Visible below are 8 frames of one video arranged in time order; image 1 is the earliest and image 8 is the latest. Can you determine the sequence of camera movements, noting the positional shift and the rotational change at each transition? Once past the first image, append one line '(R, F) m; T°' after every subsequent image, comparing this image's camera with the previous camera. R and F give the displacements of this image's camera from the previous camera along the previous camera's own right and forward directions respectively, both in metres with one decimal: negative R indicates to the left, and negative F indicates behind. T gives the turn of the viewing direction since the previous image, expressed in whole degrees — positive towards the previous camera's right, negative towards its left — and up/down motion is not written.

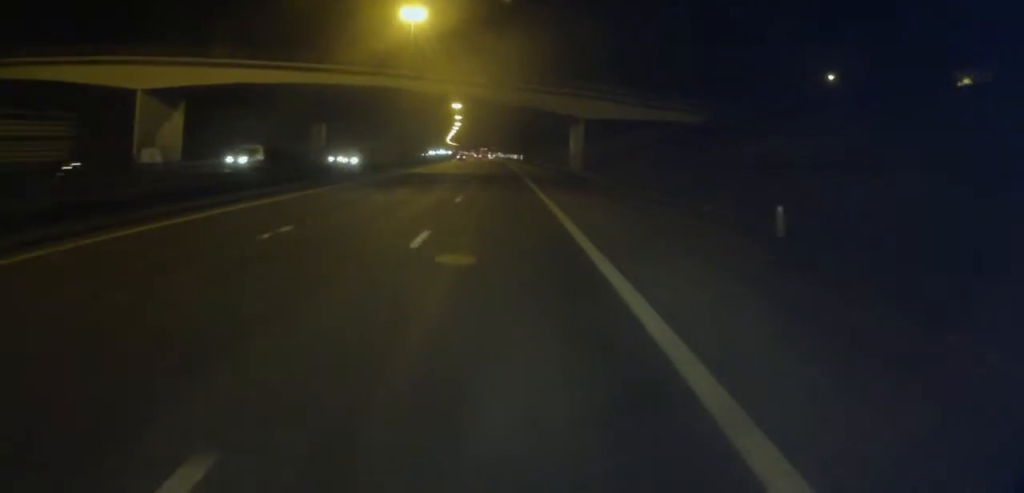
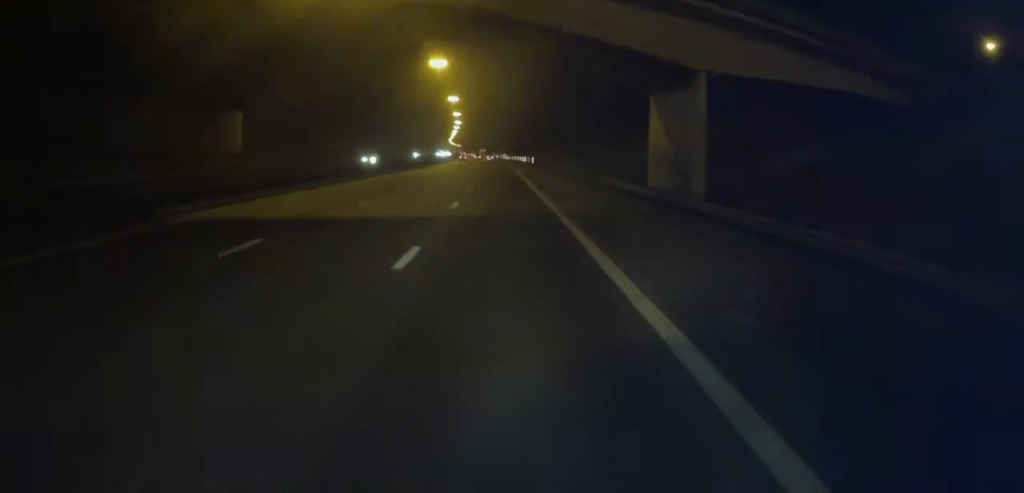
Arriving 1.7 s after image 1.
(-0.3, +40.1) m; 0°
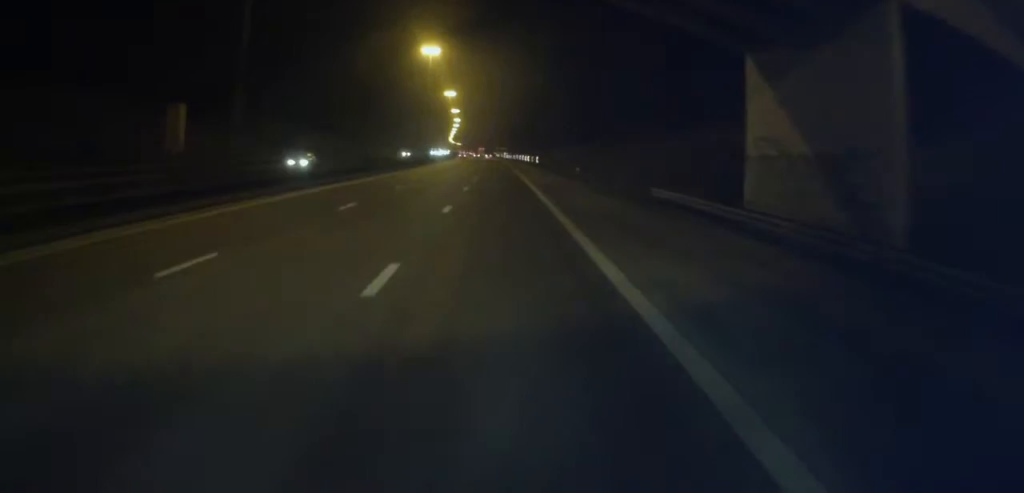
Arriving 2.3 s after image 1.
(+0.3, +14.9) m; 0°
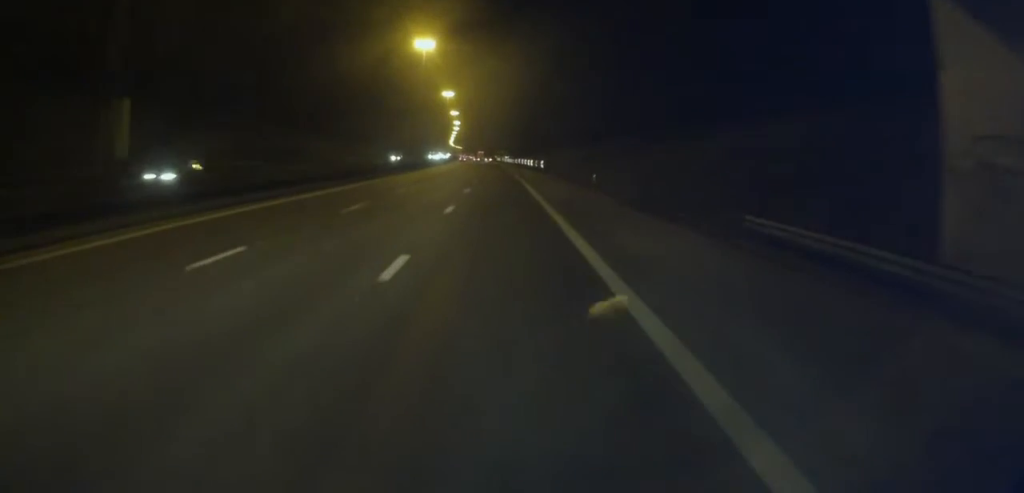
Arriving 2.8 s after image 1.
(-0.2, +11.0) m; 0°
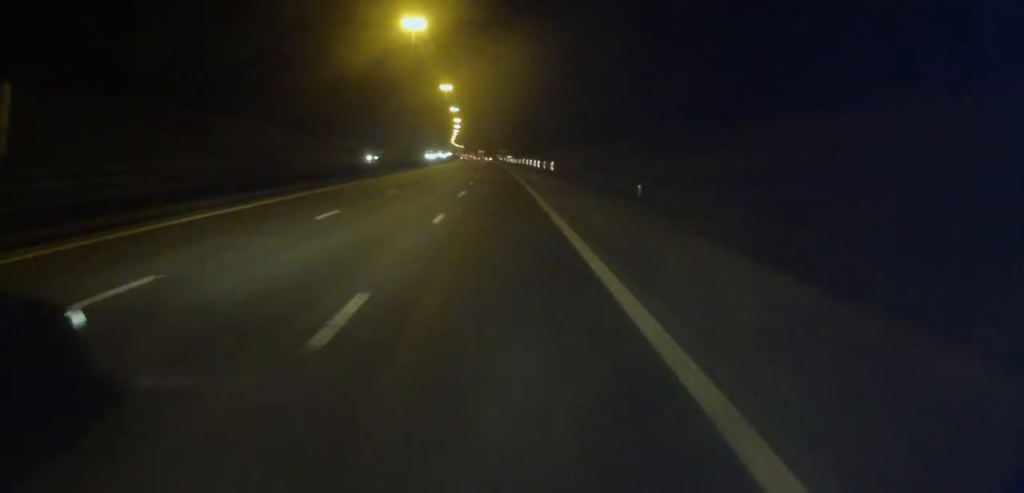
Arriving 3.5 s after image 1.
(-0.3, +16.5) m; 0°
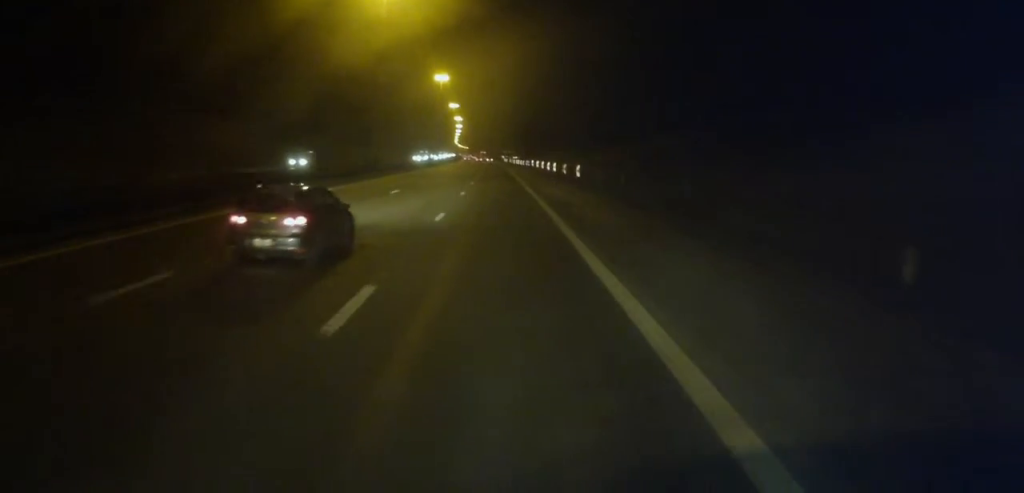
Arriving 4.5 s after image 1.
(+0.2, +24.4) m; 0°
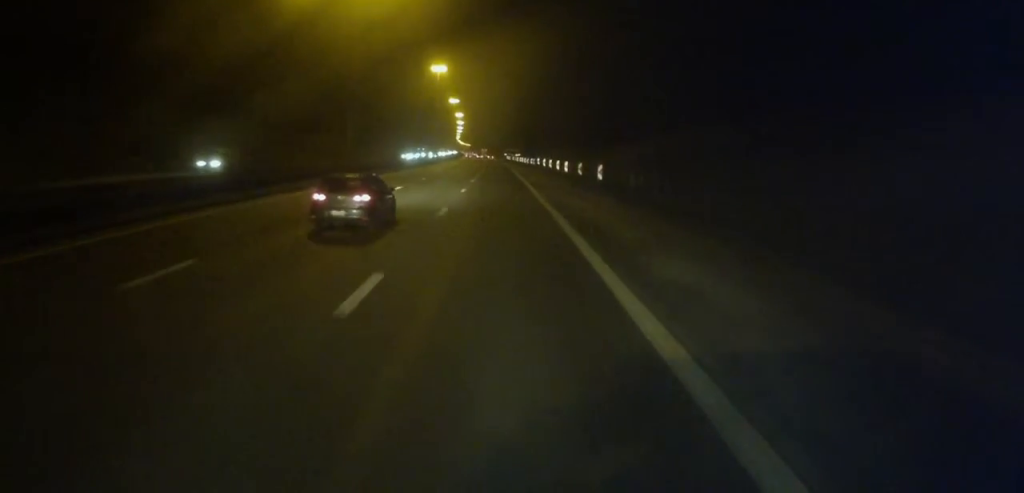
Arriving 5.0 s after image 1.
(-0.1, +11.8) m; 0°
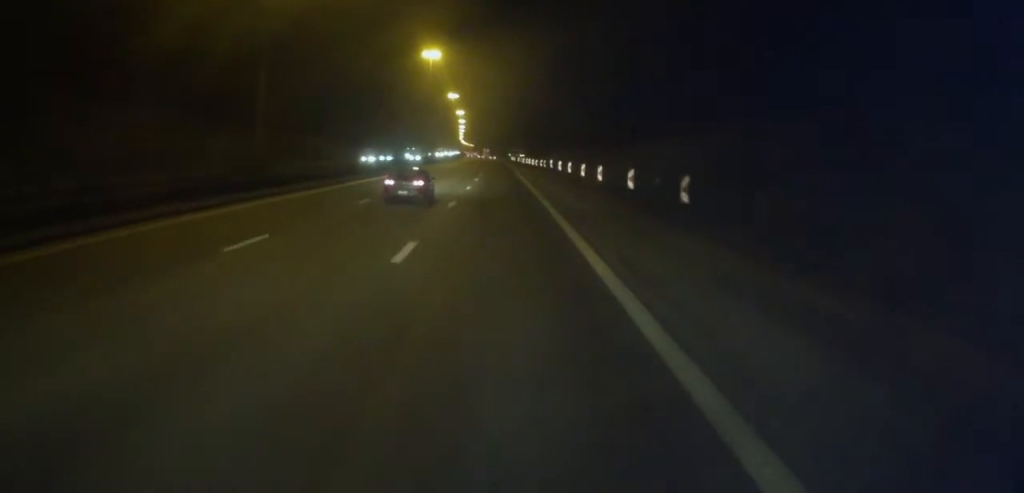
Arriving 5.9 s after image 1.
(0.0, +21.3) m; 0°
